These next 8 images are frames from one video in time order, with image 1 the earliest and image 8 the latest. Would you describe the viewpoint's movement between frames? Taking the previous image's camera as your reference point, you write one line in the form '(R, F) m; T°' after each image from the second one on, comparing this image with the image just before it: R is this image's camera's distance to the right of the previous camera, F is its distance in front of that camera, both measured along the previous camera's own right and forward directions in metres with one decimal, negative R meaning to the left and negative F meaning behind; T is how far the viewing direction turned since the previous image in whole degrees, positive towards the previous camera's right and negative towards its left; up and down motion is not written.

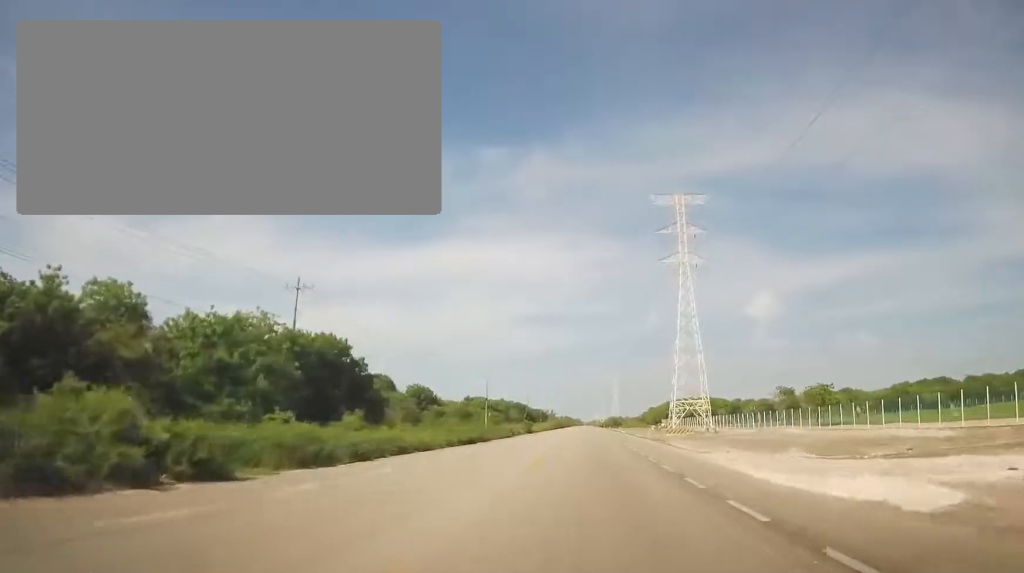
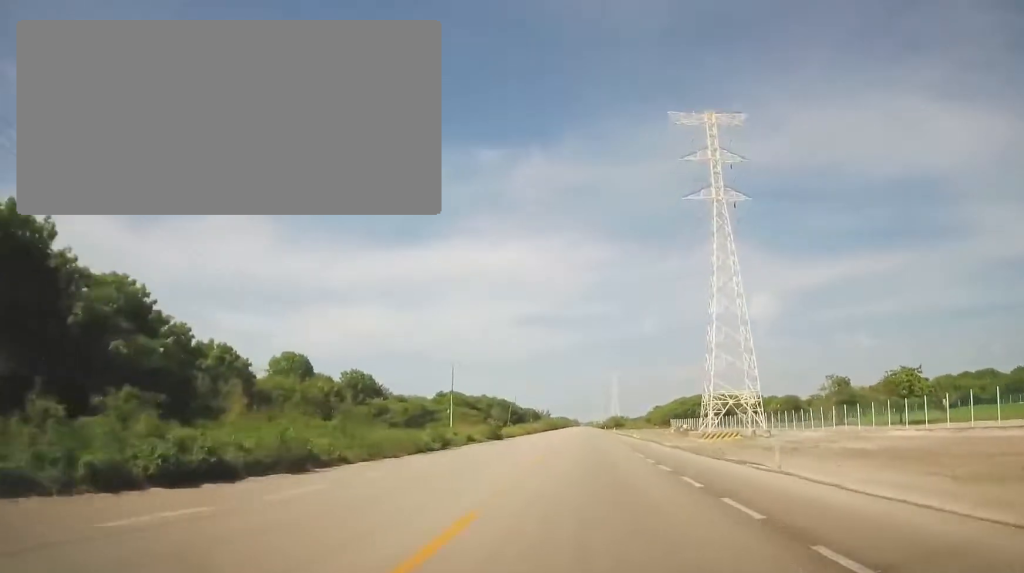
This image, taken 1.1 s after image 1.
(-0.3, +29.1) m; -1°
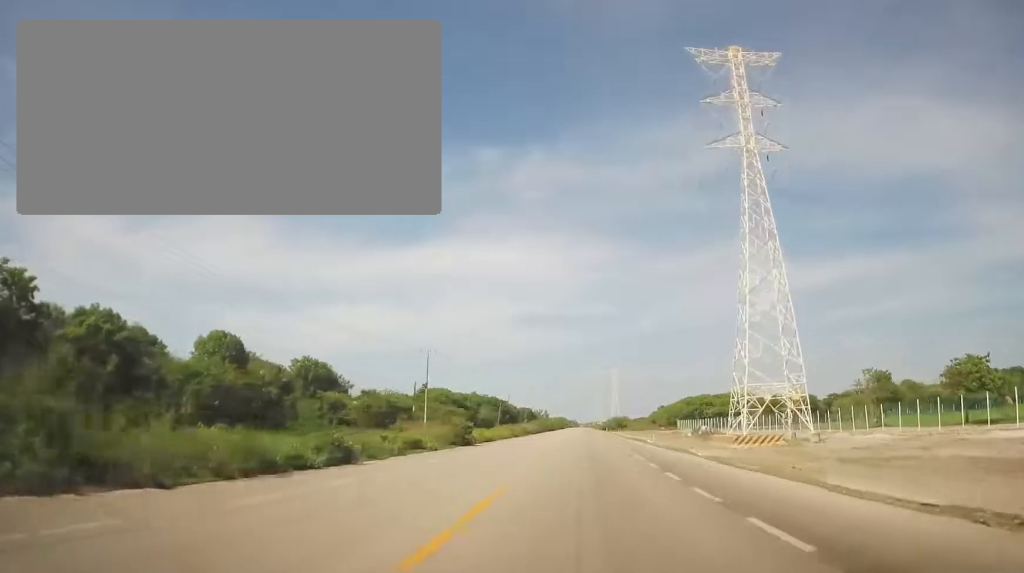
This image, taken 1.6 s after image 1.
(-0.1, +14.4) m; 0°
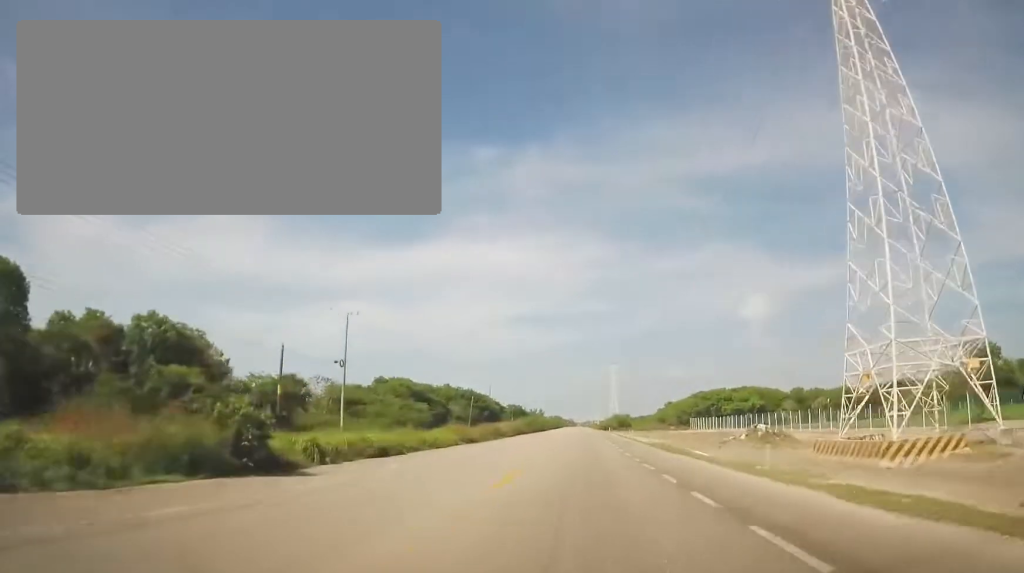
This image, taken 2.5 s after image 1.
(+0.2, +26.0) m; 0°
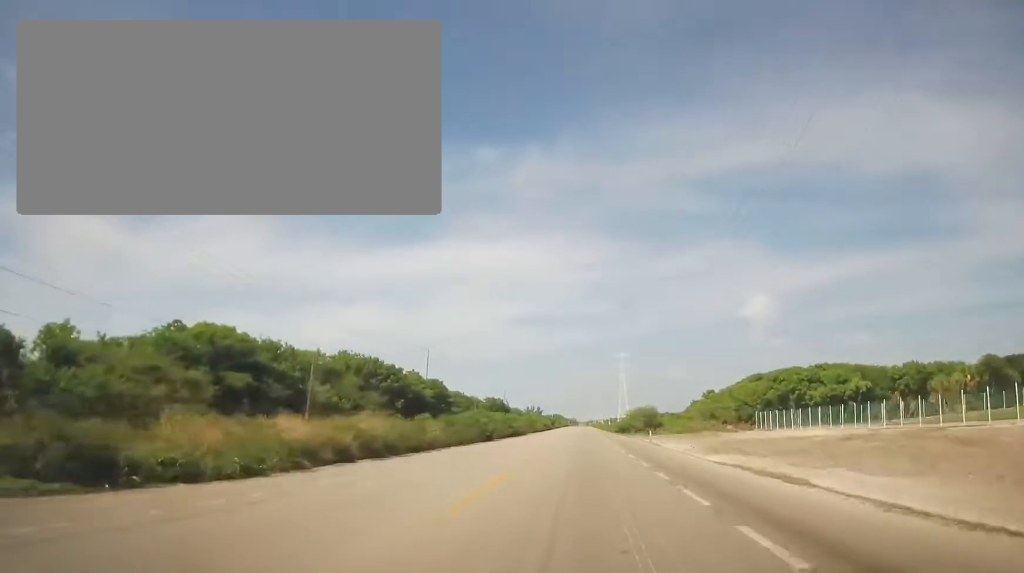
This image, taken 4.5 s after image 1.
(-0.4, +54.3) m; 0°
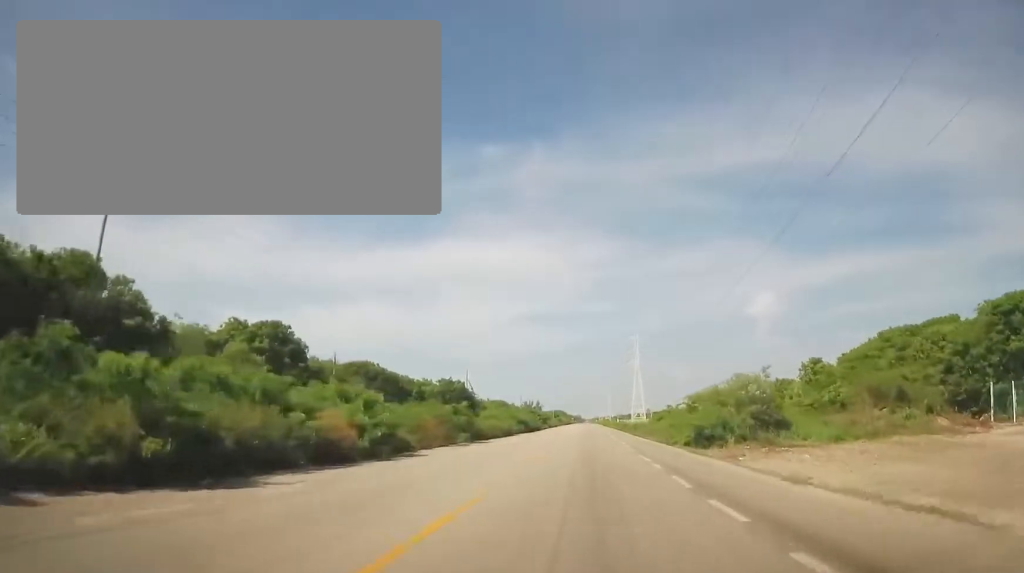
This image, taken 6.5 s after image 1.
(+0.4, +55.9) m; 0°
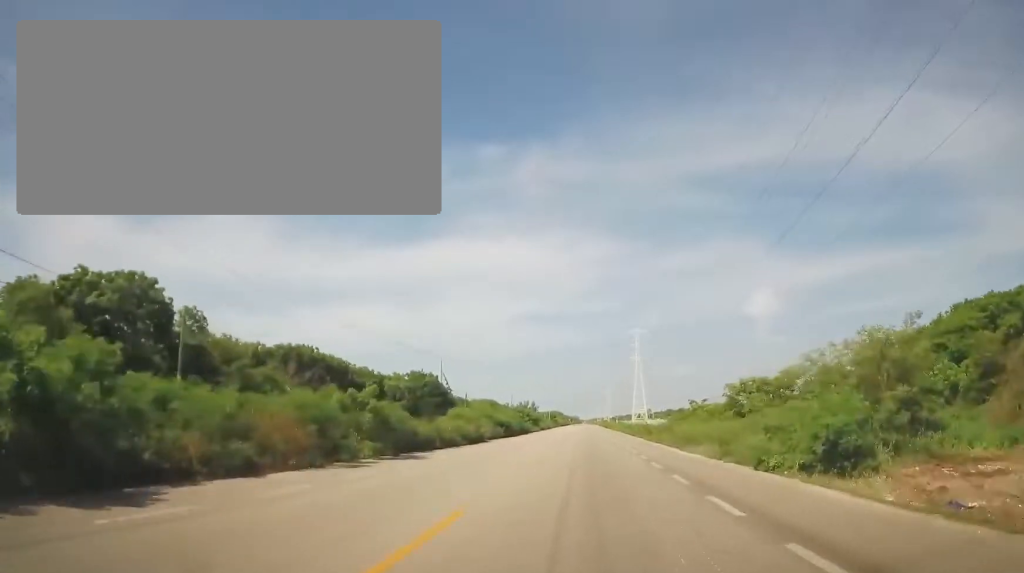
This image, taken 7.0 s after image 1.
(0.0, +16.4) m; -1°
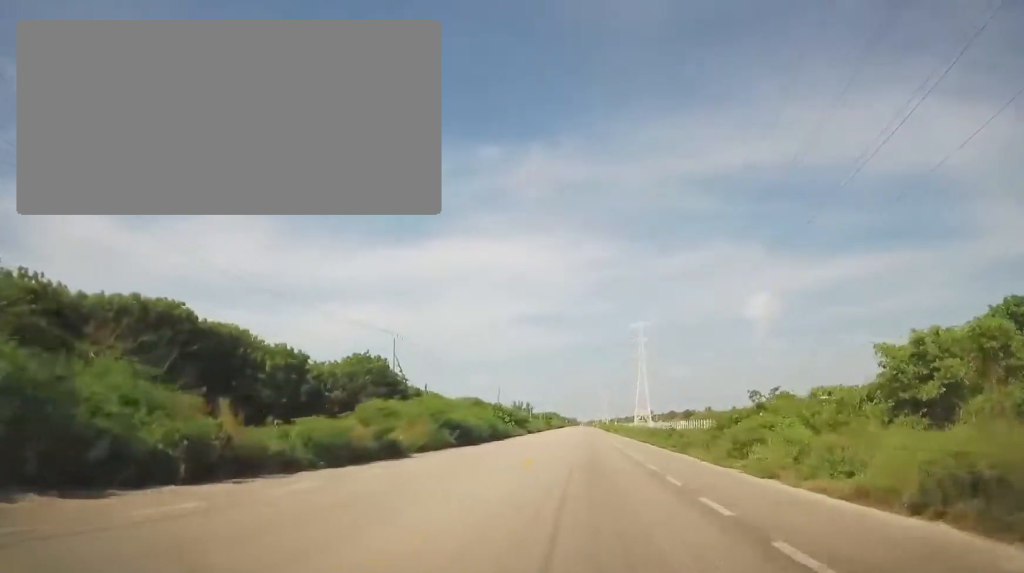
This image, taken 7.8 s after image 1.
(-0.2, +20.7) m; 0°
